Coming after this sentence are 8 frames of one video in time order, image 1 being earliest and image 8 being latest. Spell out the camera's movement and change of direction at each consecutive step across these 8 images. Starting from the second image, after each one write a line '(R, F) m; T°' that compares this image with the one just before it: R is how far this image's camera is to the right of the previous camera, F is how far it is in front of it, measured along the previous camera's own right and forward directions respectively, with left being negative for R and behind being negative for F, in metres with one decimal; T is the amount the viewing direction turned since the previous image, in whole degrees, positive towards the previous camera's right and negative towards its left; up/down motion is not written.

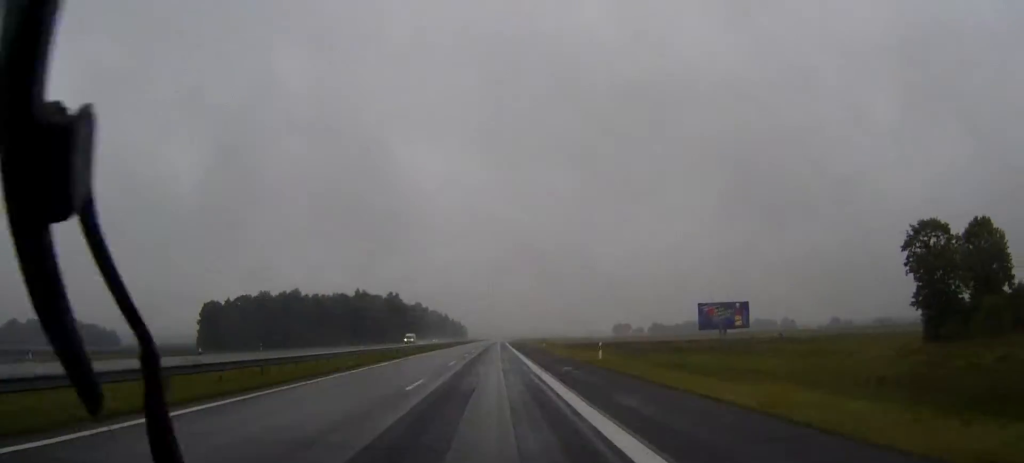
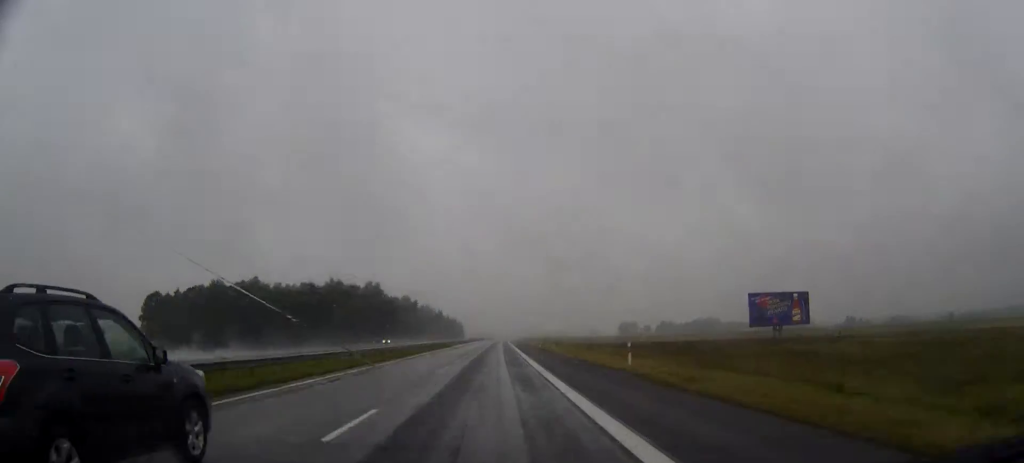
(0.0, +57.2) m; 0°
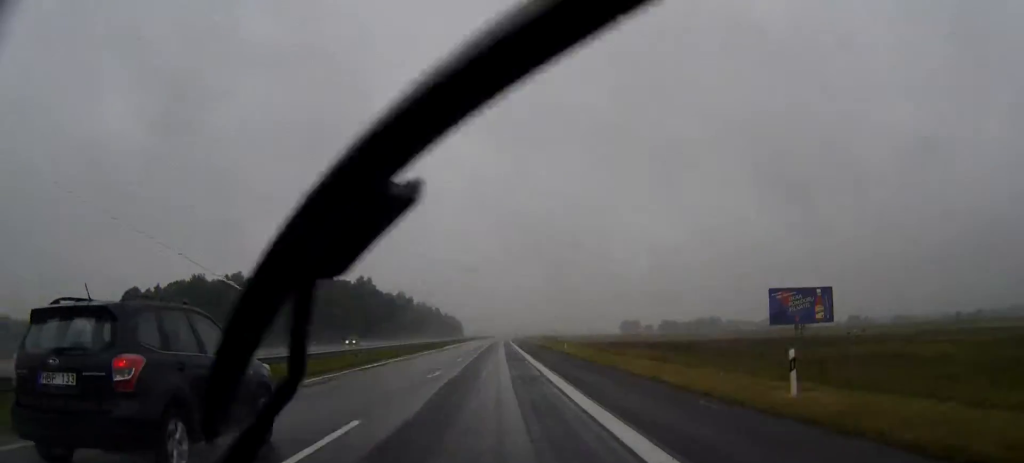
(0.0, +17.8) m; 0°
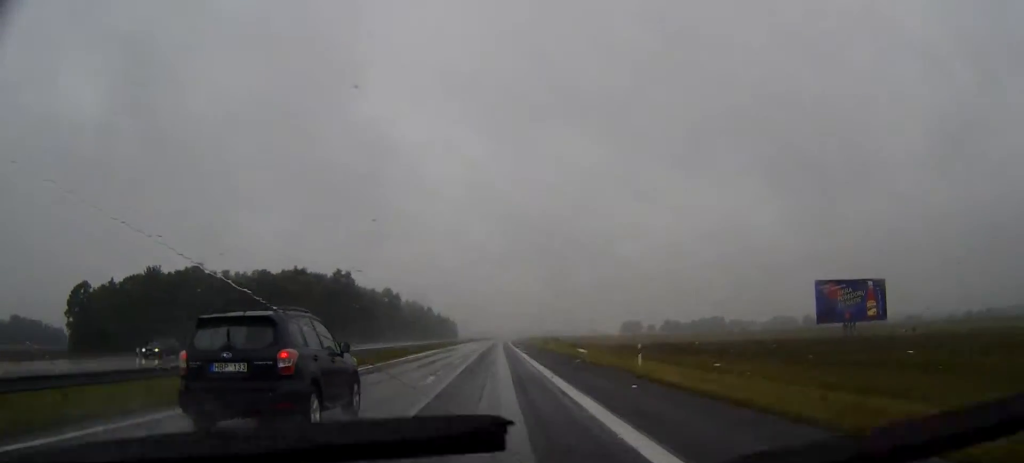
(+0.1, +33.8) m; 0°
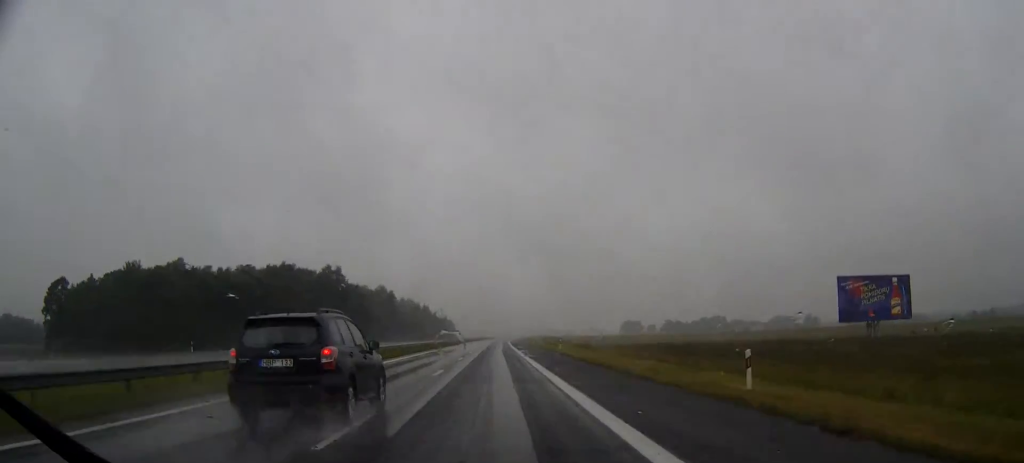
(0.0, +13.1) m; 0°
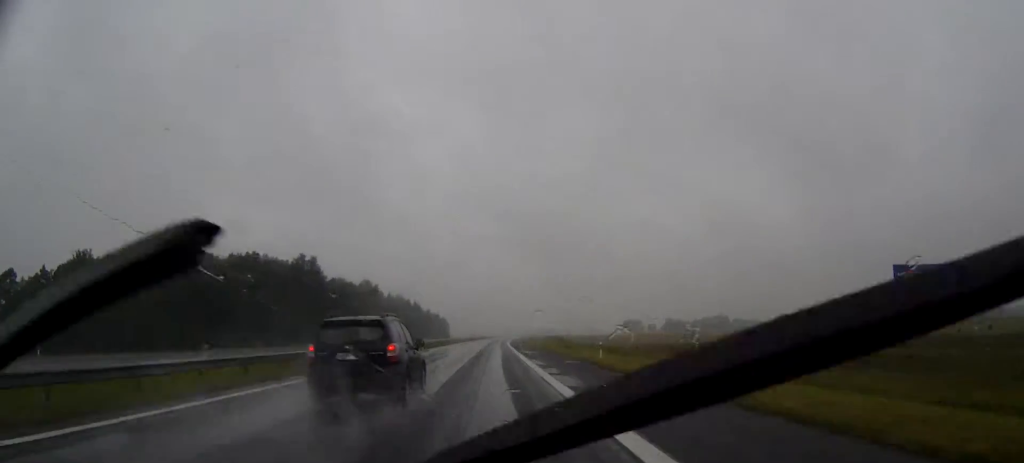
(0.0, +27.2) m; 0°
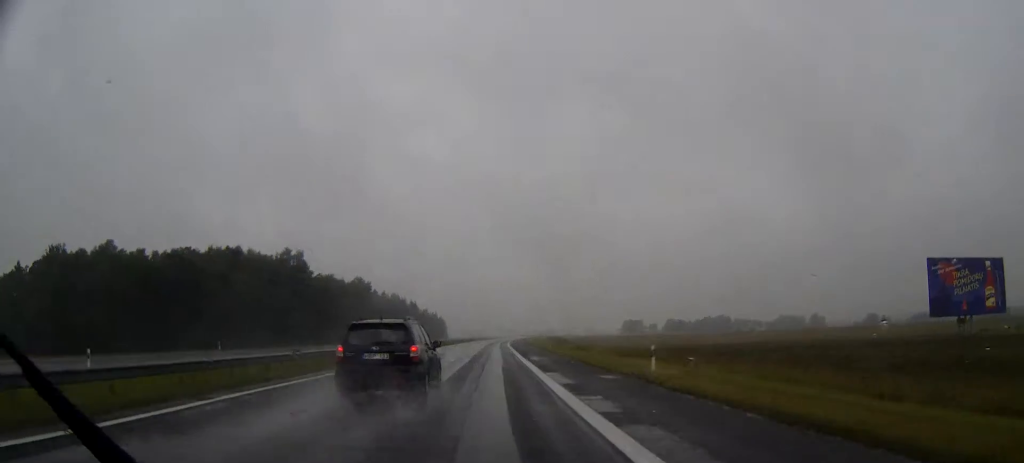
(0.0, +13.1) m; 0°
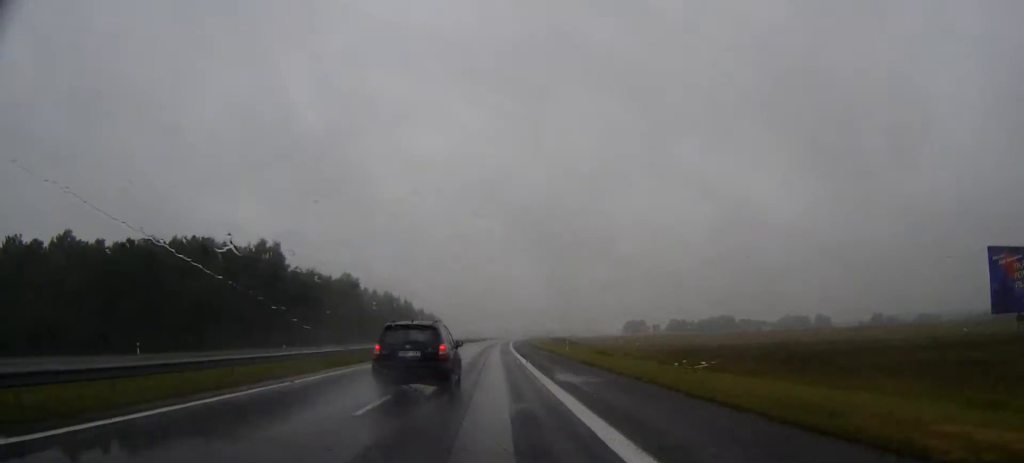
(0.0, +19.7) m; 0°
